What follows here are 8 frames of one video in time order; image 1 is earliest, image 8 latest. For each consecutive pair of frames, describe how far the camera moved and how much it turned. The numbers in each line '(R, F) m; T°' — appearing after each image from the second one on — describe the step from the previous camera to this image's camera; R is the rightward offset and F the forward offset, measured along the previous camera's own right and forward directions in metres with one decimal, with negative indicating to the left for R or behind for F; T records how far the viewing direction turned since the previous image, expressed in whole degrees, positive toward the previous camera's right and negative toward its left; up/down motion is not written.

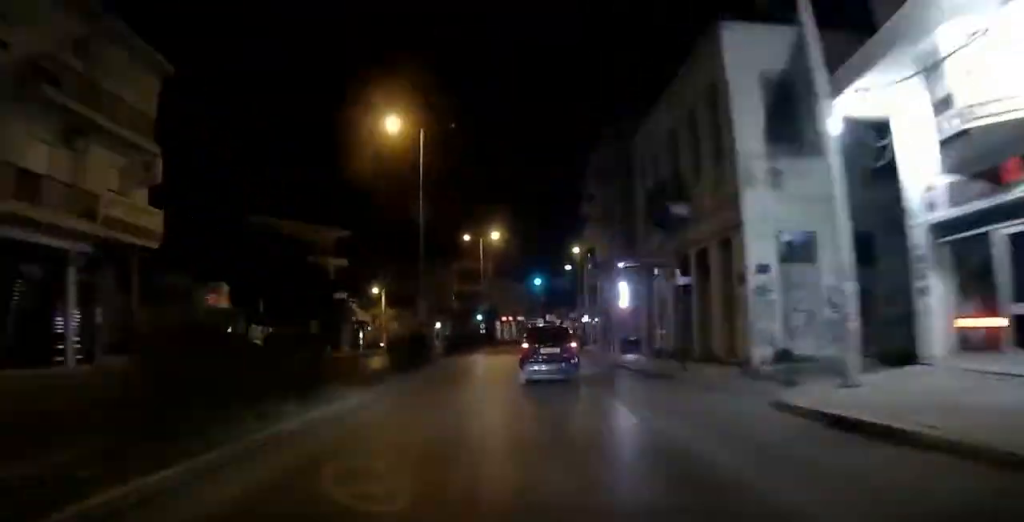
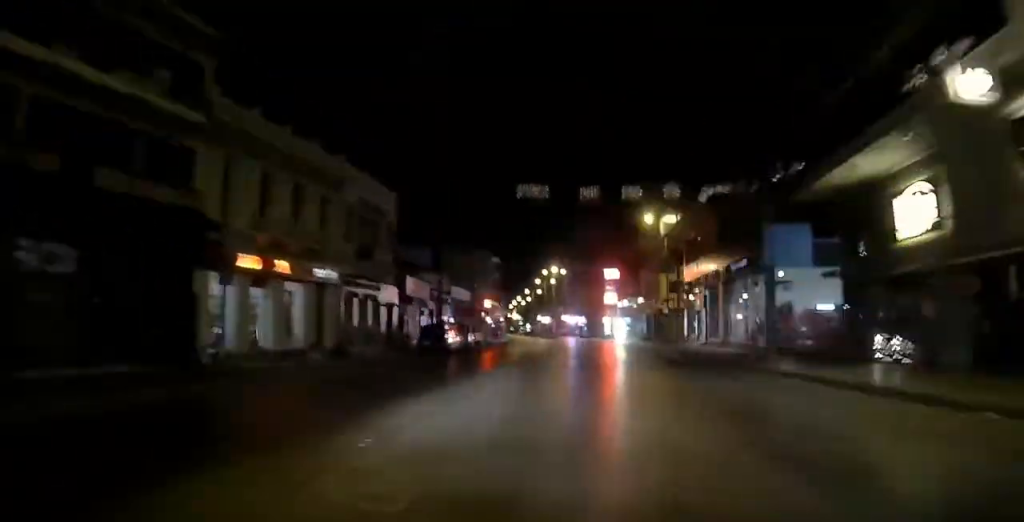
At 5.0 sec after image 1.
(+6.9, +81.1) m; +8°
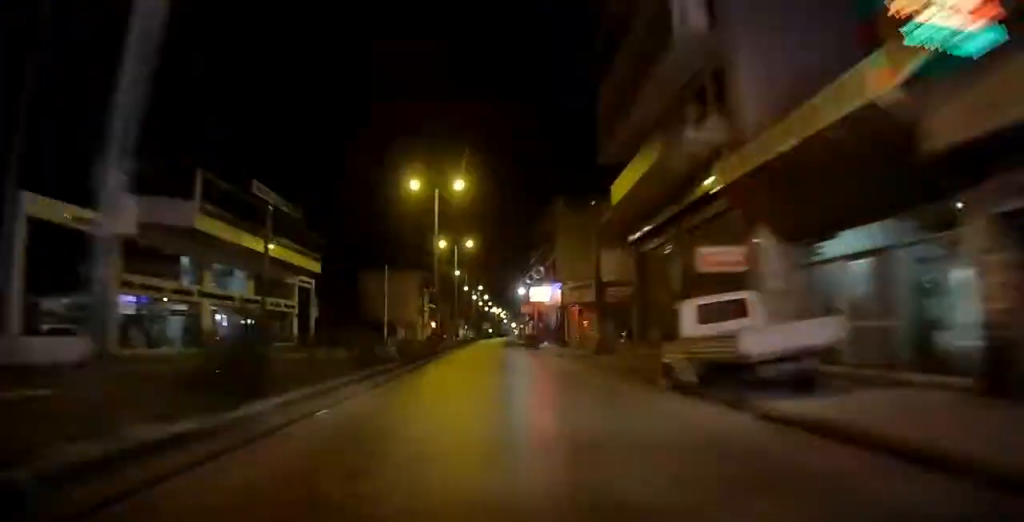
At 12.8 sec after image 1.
(+2.7, +150.8) m; 0°
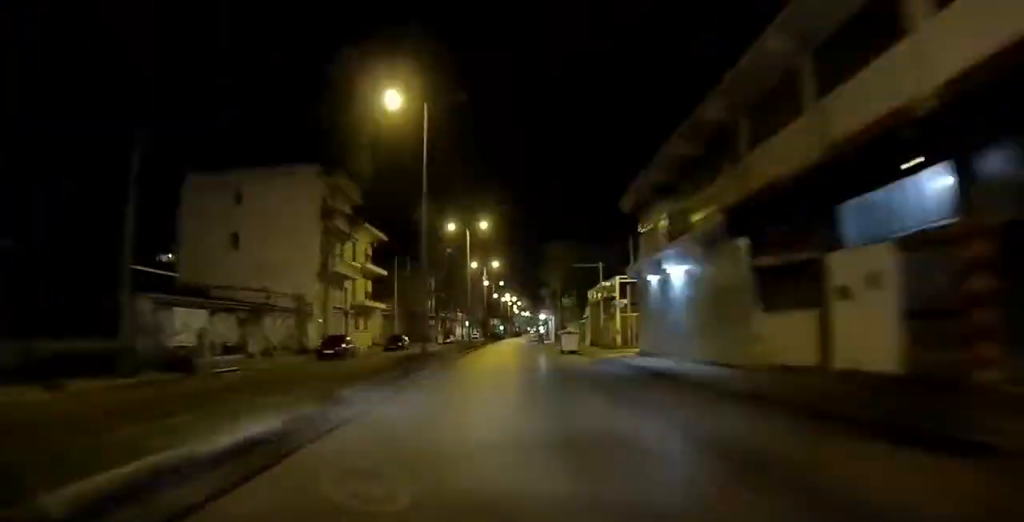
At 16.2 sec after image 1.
(-1.5, +70.0) m; 0°
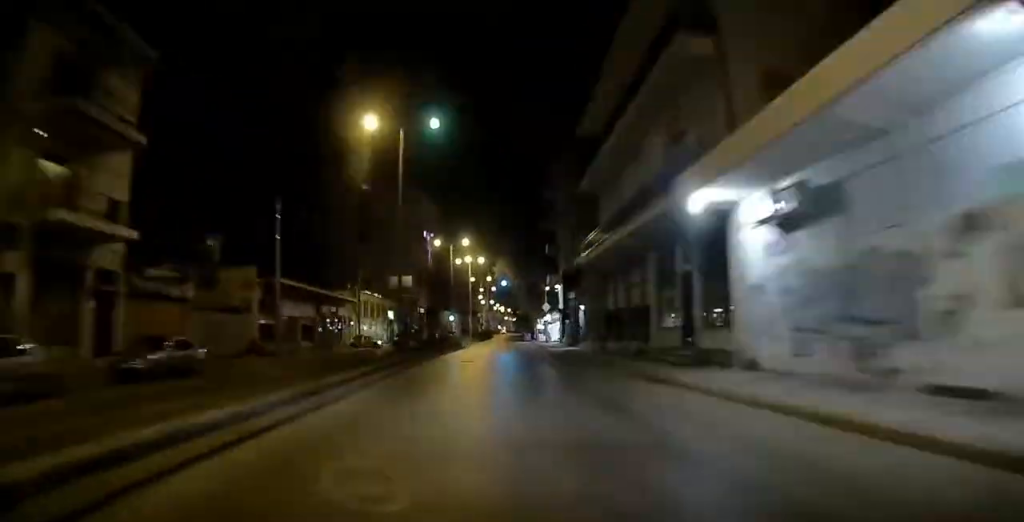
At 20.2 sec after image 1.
(+1.2, +87.6) m; +2°
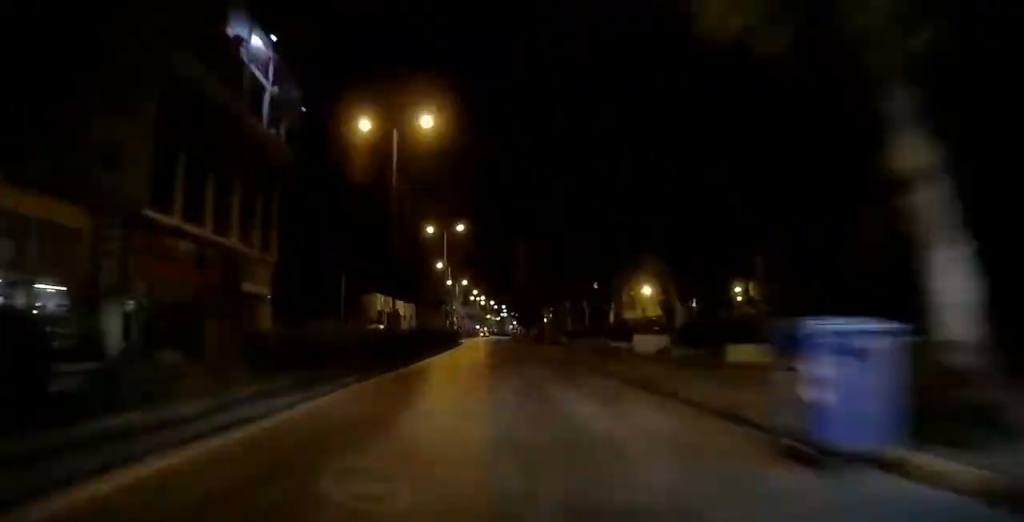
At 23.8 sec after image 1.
(+1.3, +80.8) m; +1°
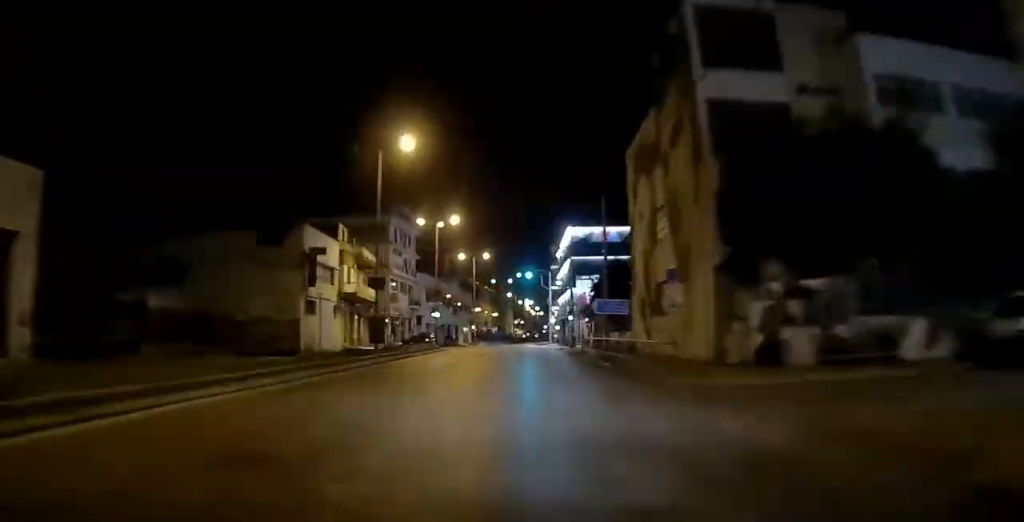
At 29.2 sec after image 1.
(+2.1, +113.4) m; +3°
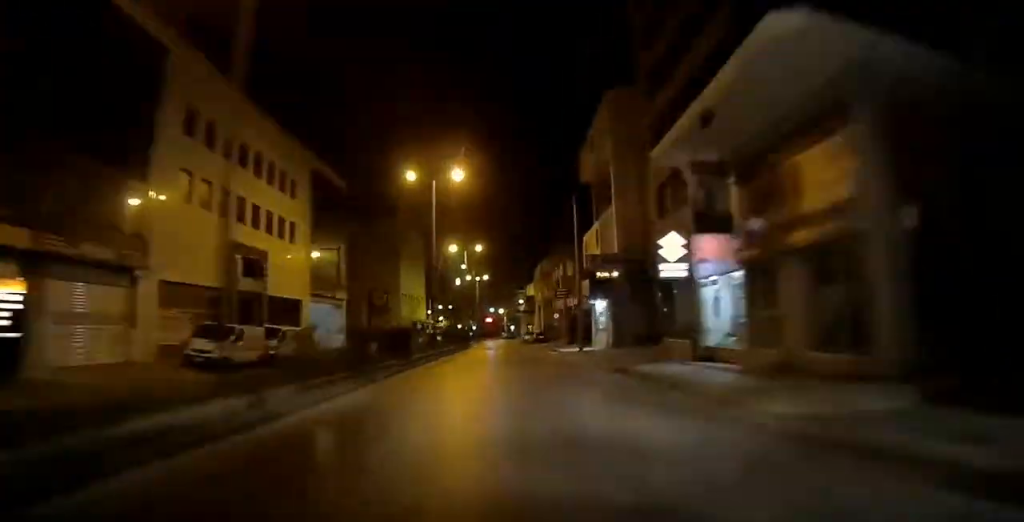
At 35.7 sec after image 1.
(+4.8, +123.7) m; +3°
